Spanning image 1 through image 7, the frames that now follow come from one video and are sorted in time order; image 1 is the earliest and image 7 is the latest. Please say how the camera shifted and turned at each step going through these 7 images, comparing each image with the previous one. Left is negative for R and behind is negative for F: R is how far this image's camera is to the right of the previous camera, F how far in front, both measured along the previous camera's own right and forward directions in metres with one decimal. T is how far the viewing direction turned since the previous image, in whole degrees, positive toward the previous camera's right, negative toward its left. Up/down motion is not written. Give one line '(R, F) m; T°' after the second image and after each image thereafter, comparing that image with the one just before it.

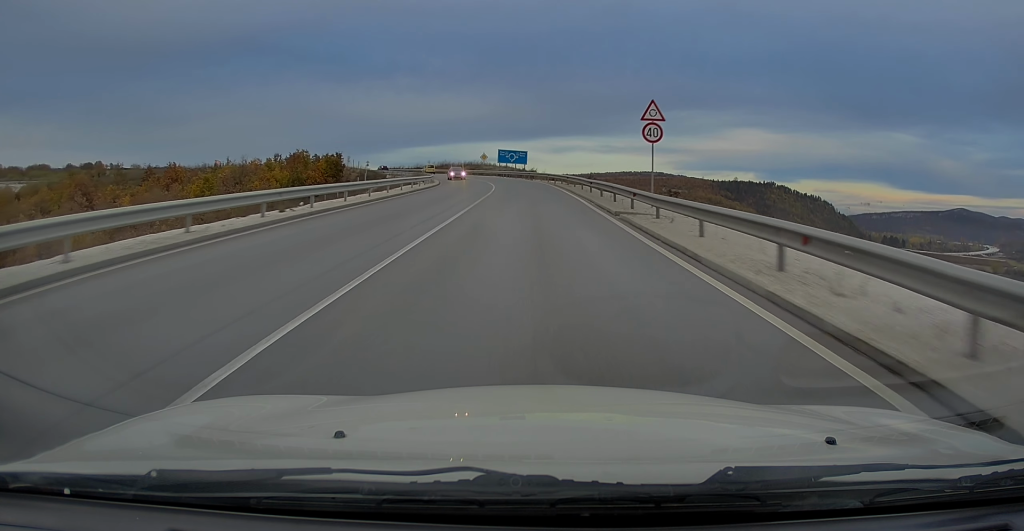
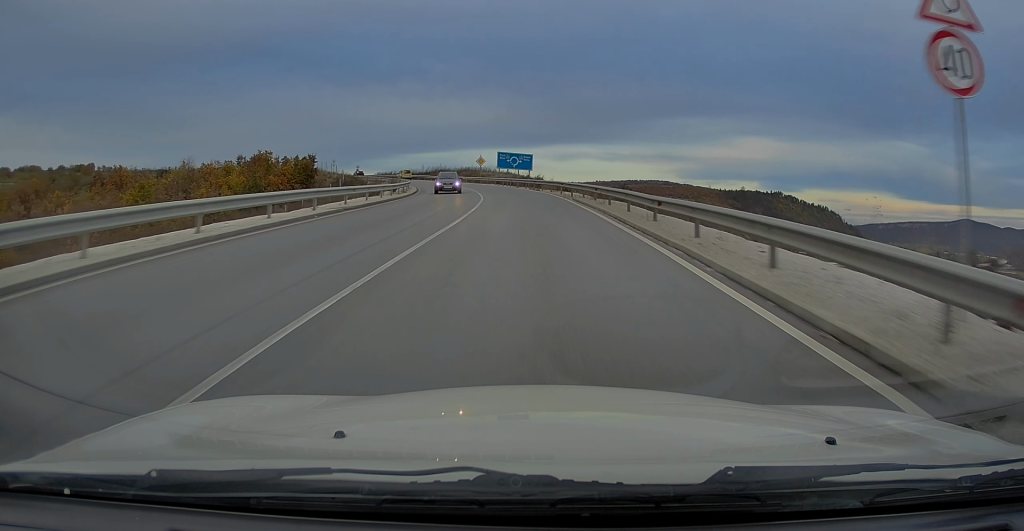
(-0.1, +15.5) m; -1°
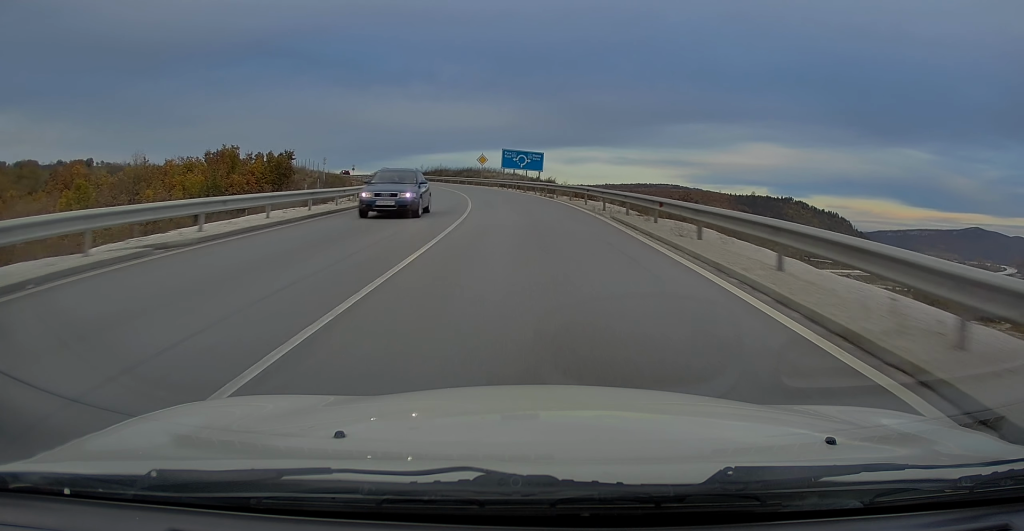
(-0.1, +12.0) m; -2°
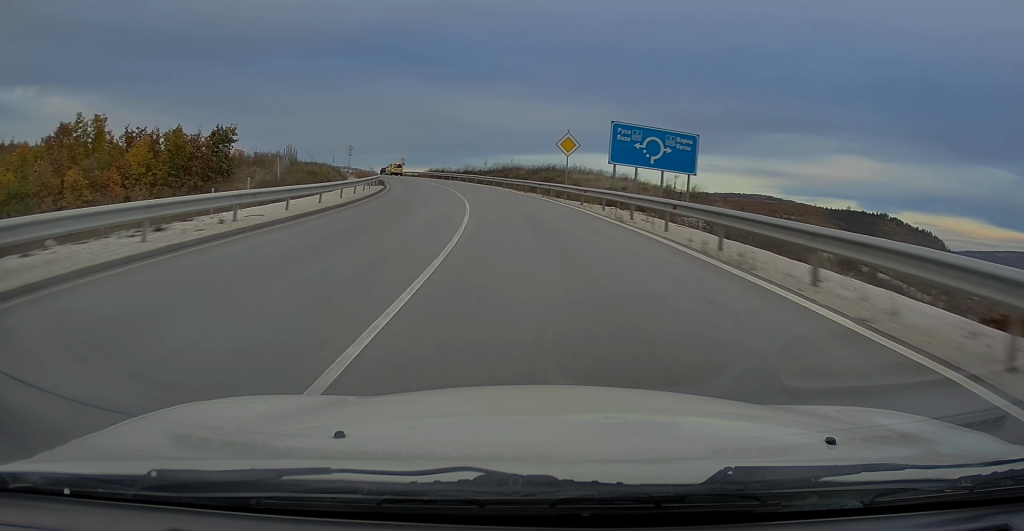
(-2.2, +36.0) m; -7°
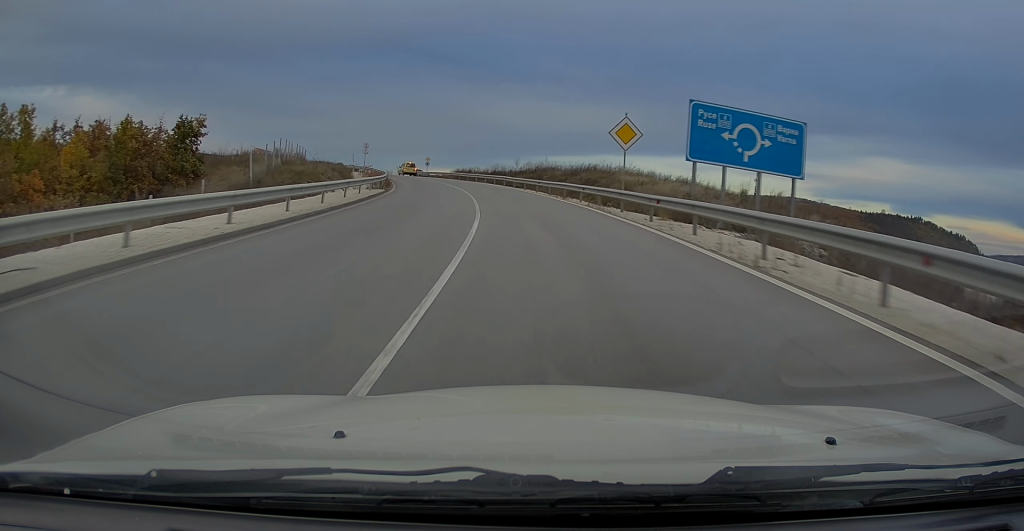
(+0.2, +9.4) m; -2°
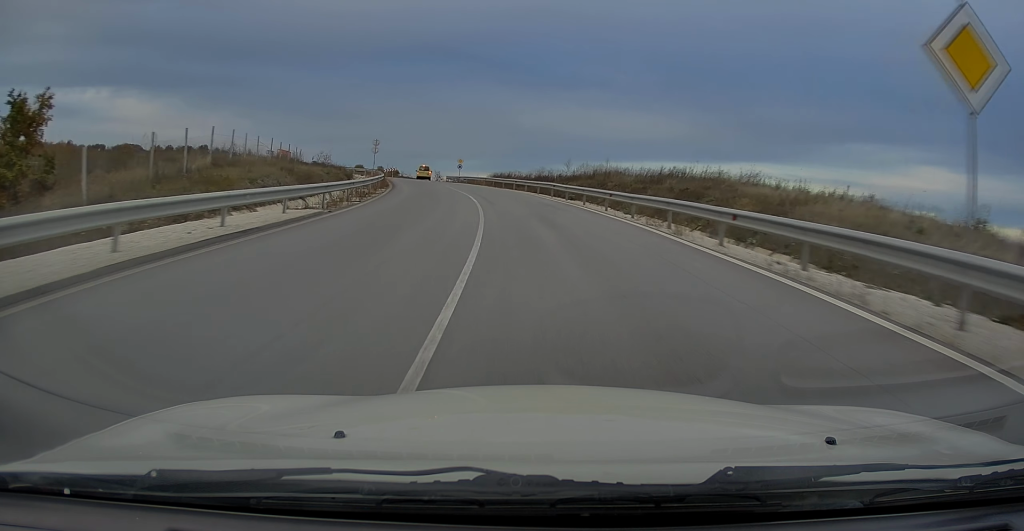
(-0.9, +17.0) m; -6°
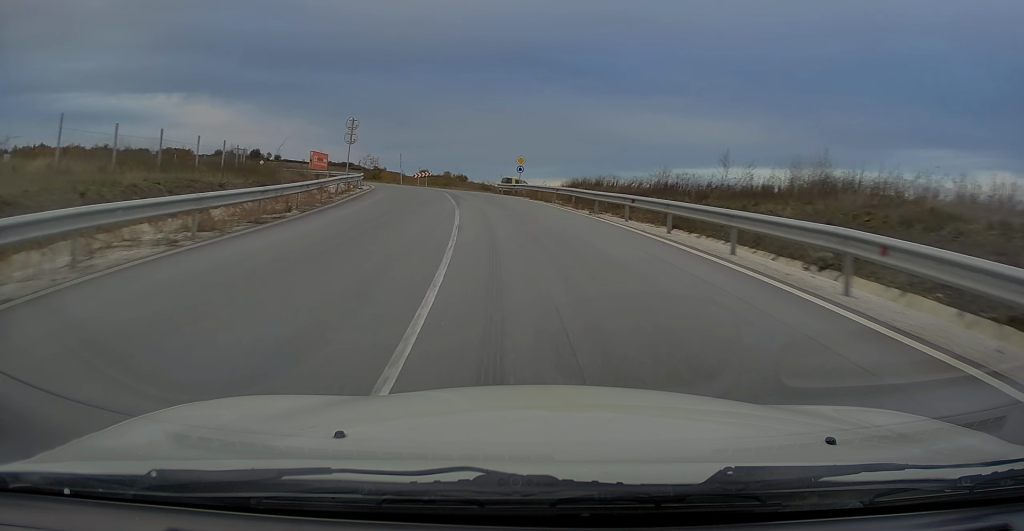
(-1.8, +29.1) m; -6°
